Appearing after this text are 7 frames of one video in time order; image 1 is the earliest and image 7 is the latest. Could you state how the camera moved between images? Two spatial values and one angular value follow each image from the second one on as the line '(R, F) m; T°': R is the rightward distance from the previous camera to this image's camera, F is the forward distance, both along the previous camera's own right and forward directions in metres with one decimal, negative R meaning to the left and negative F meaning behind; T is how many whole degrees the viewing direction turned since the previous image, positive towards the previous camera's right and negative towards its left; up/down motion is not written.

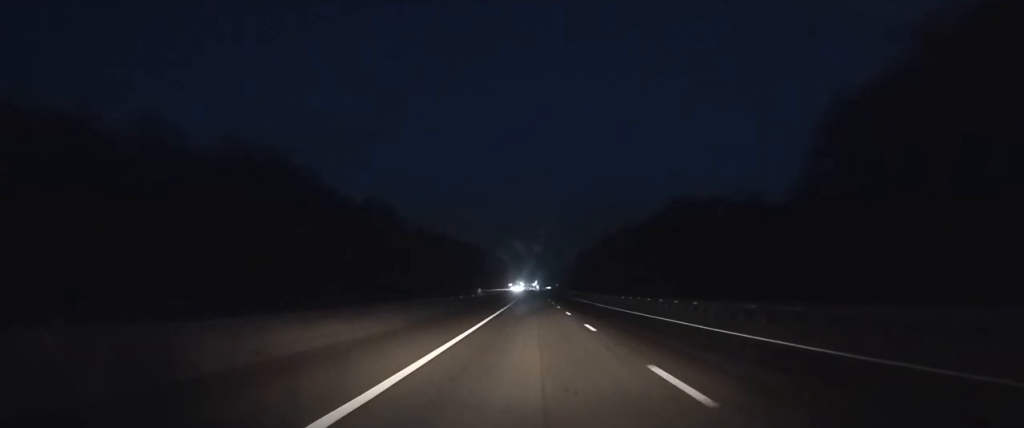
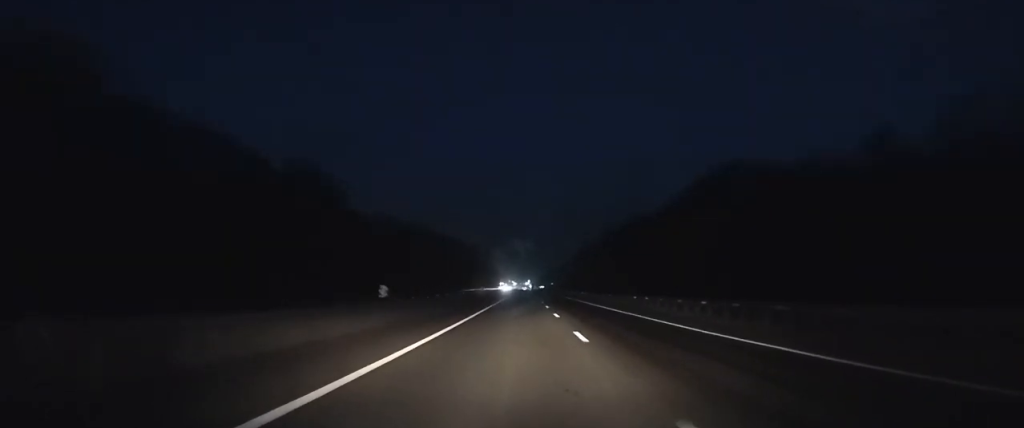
(0.0, +26.4) m; 0°
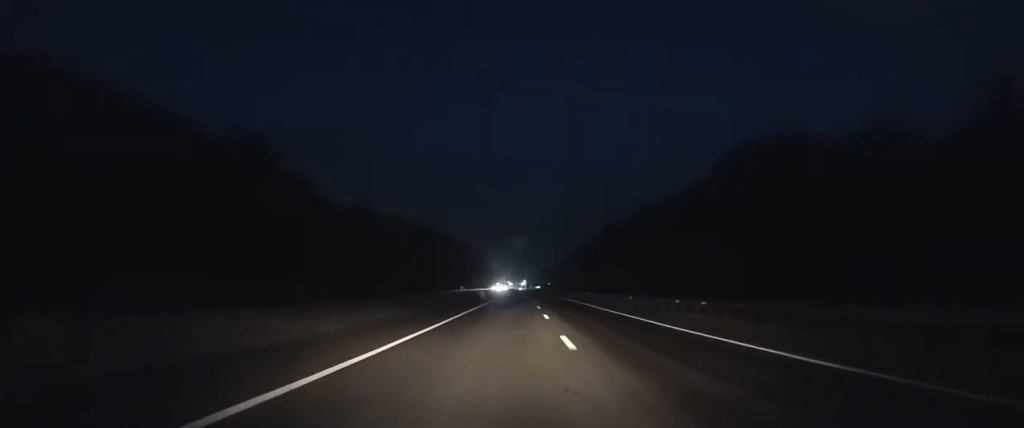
(0.0, +12.6) m; 0°
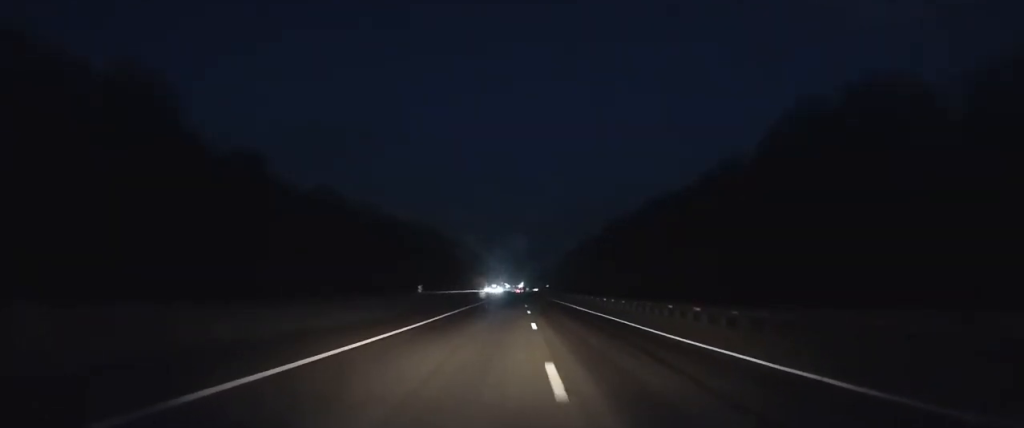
(0.0, +15.5) m; 0°
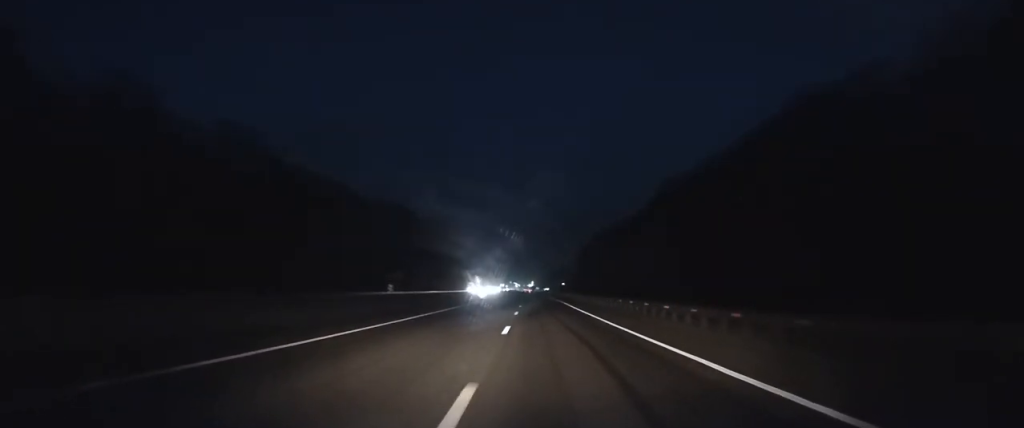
(-0.4, +46.1) m; -1°
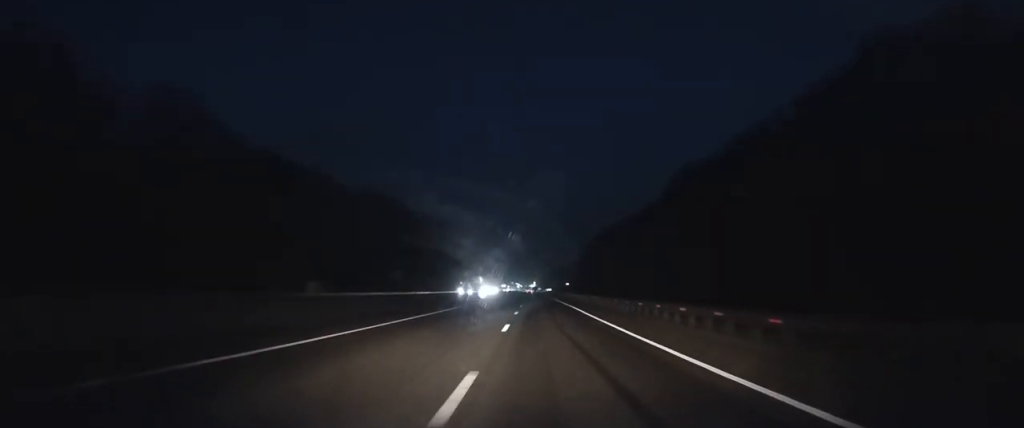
(0.0, +12.3) m; 0°
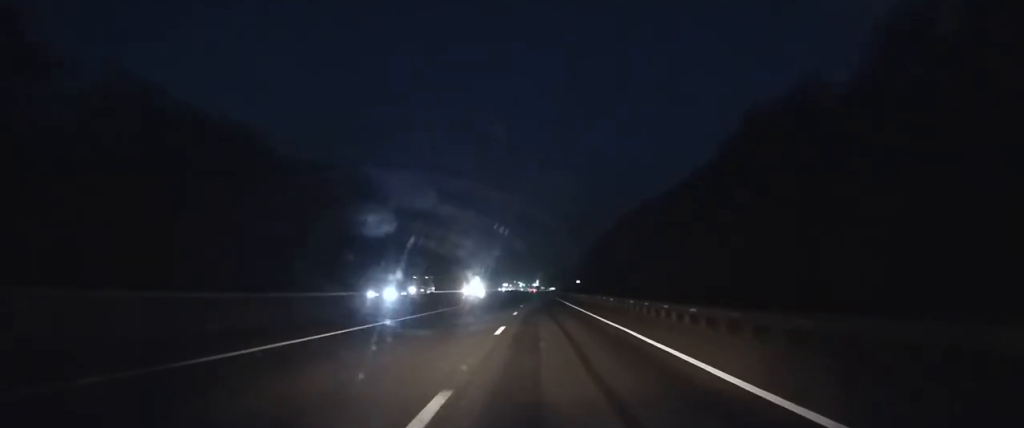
(0.0, +29.2) m; 0°
